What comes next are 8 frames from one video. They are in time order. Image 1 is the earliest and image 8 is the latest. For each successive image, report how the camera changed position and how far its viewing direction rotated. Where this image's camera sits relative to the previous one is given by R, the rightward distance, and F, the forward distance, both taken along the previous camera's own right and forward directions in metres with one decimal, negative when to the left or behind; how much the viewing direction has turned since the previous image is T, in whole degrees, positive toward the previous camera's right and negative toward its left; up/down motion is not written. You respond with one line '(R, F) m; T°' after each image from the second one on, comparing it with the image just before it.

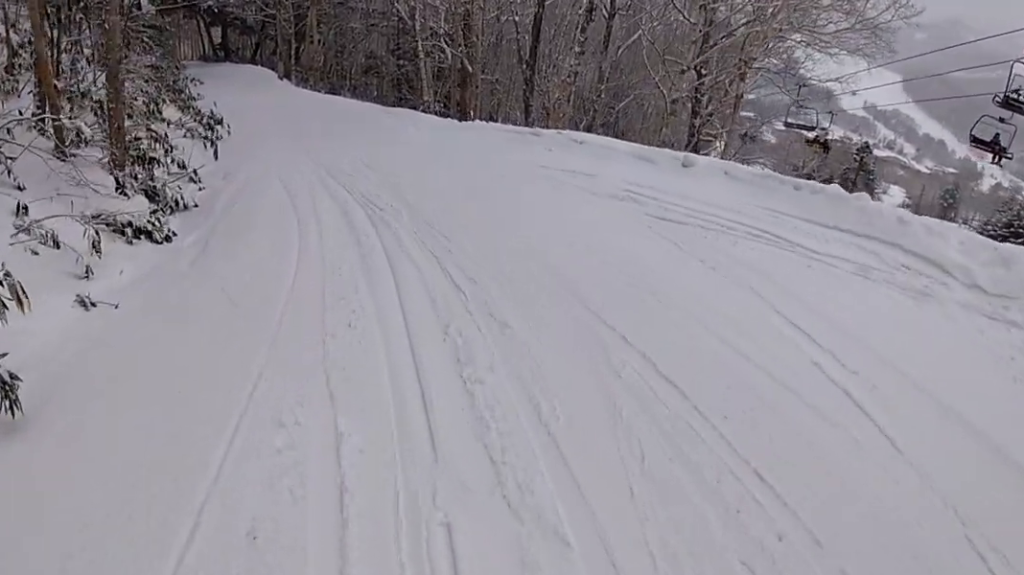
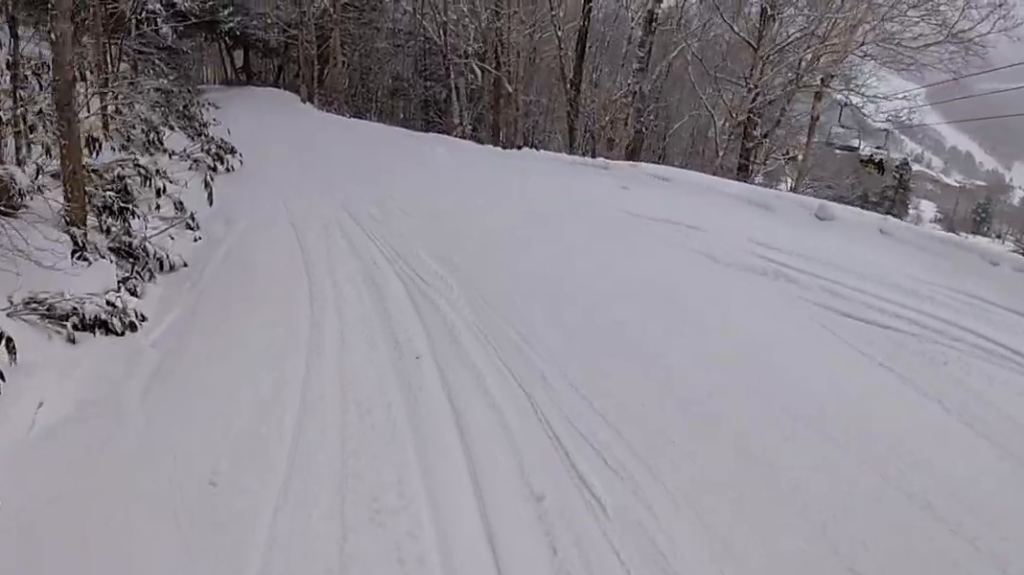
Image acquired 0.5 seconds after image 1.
(+0.5, +3.0) m; 0°
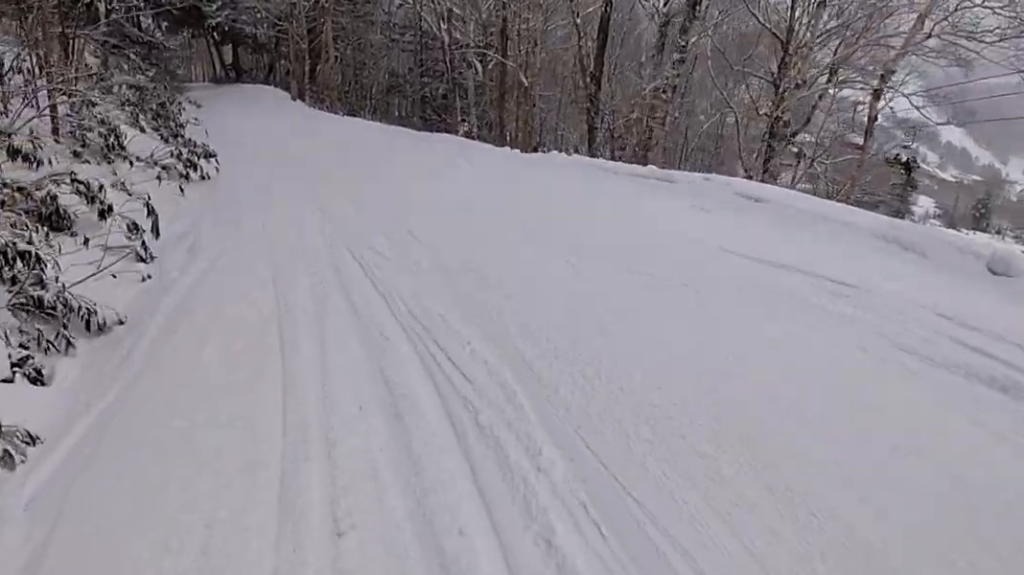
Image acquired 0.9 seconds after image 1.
(-0.2, +2.7) m; 0°
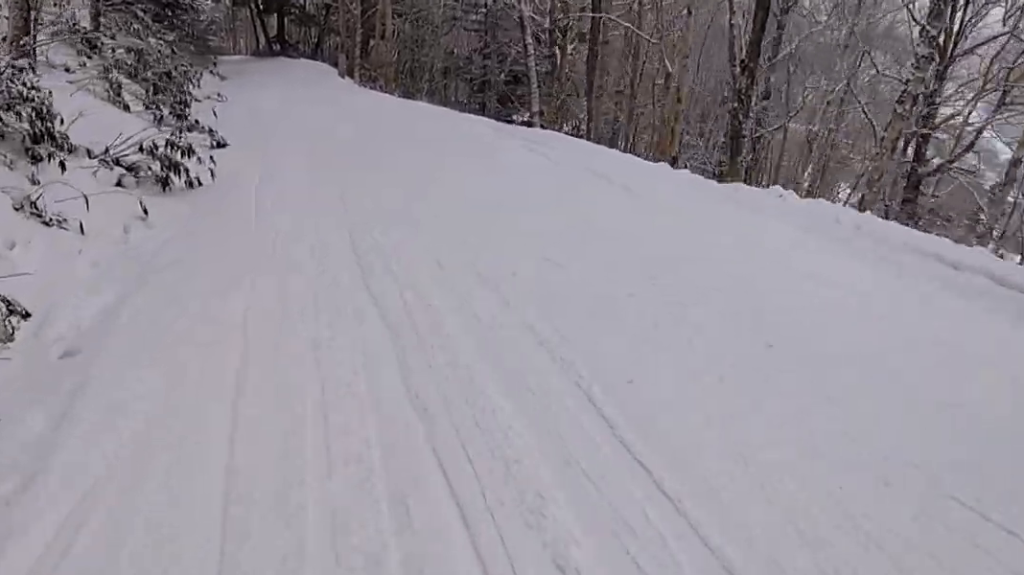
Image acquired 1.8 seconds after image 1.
(-0.5, +5.5) m; 0°
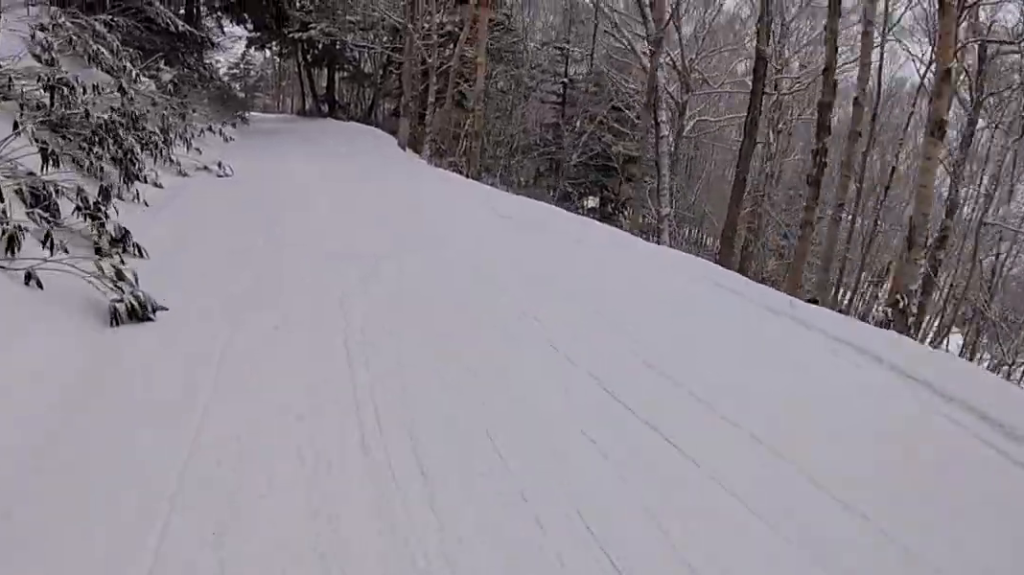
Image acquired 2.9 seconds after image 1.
(+0.4, +8.3) m; -6°
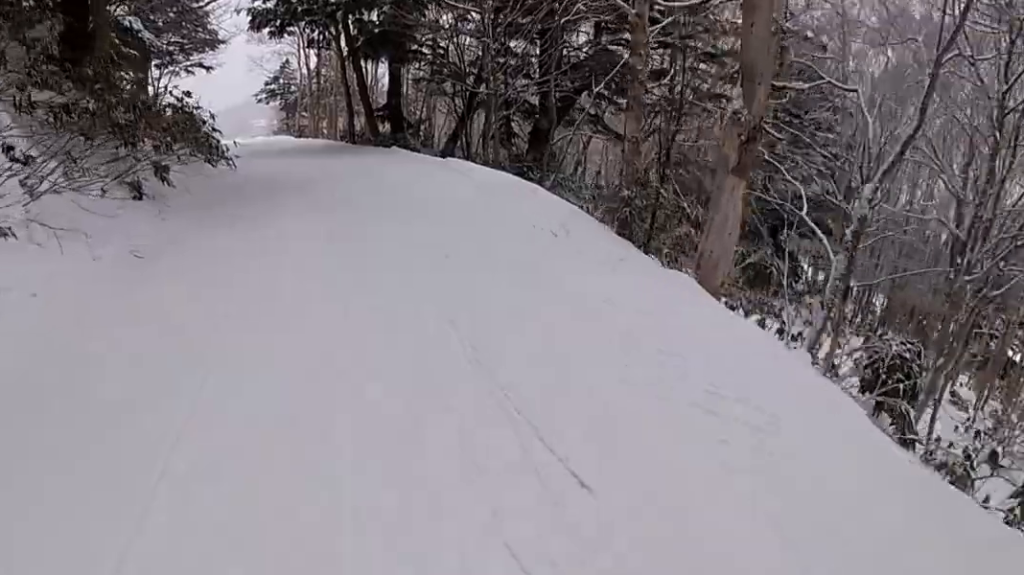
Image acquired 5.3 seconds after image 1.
(-2.6, +19.3) m; -8°
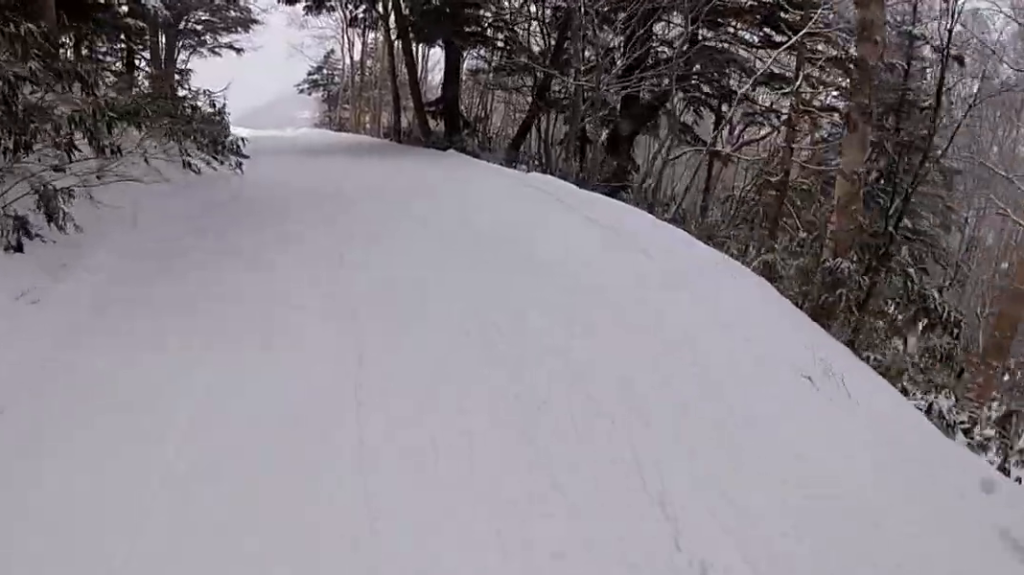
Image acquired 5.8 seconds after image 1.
(0.0, +4.6) m; -2°
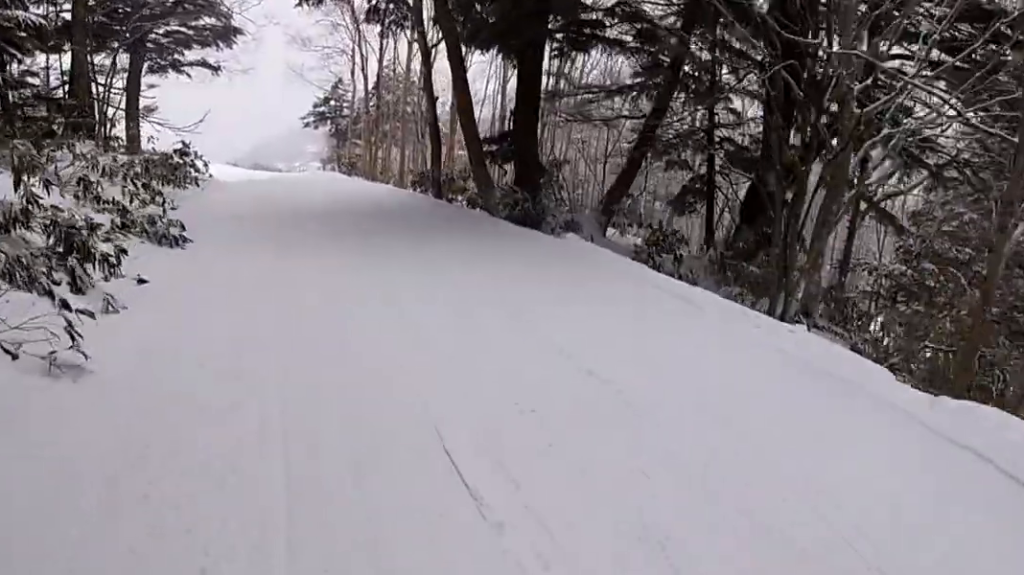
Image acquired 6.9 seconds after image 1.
(-0.5, +9.1) m; -7°
